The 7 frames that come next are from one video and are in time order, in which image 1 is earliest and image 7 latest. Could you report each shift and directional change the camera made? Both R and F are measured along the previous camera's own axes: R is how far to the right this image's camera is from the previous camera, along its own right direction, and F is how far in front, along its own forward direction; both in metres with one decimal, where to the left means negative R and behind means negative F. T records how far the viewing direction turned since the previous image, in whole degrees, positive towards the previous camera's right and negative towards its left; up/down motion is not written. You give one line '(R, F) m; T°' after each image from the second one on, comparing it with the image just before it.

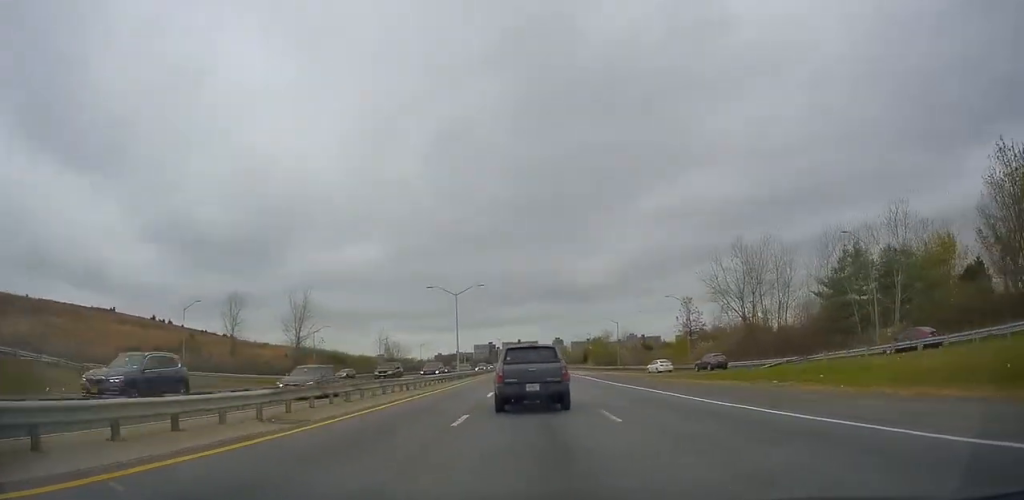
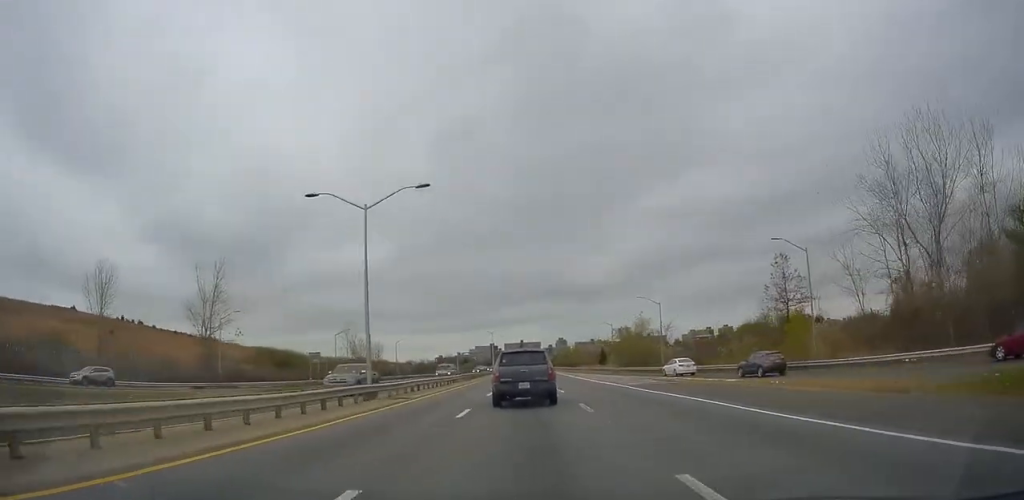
(+0.5, +31.9) m; +1°
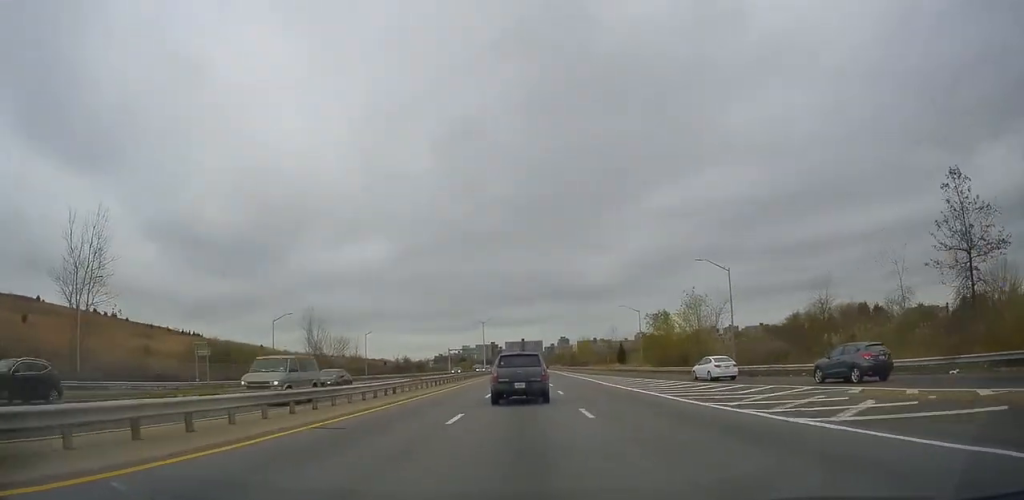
(-0.2, +24.7) m; -1°
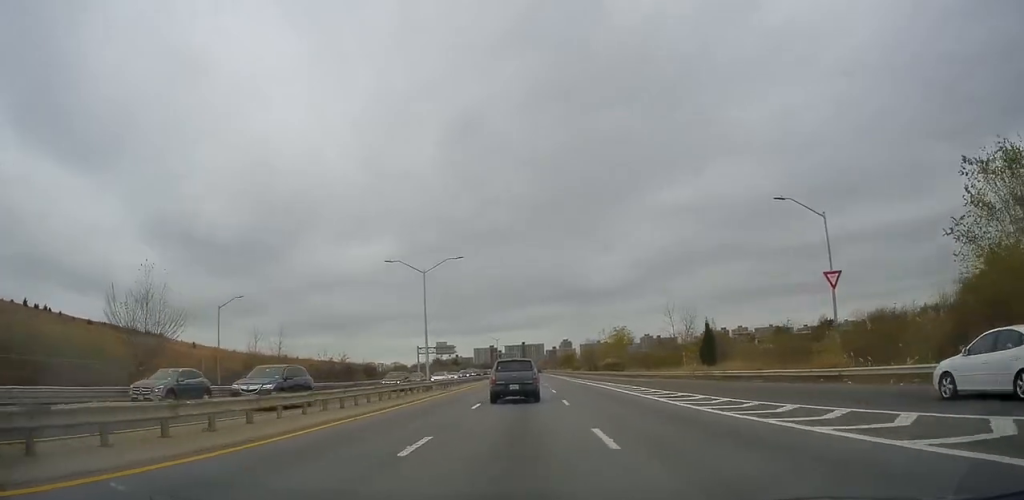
(-0.2, +51.4) m; 0°
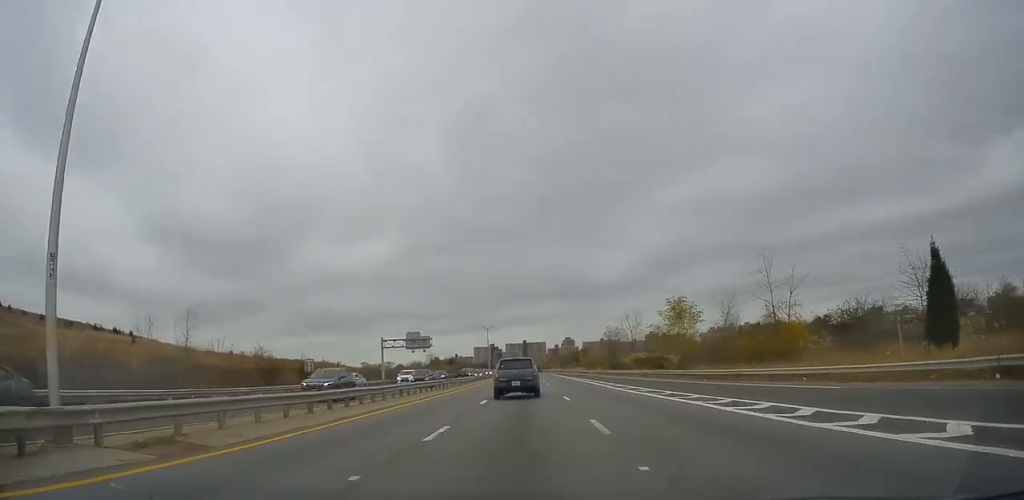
(-0.6, +33.7) m; -1°
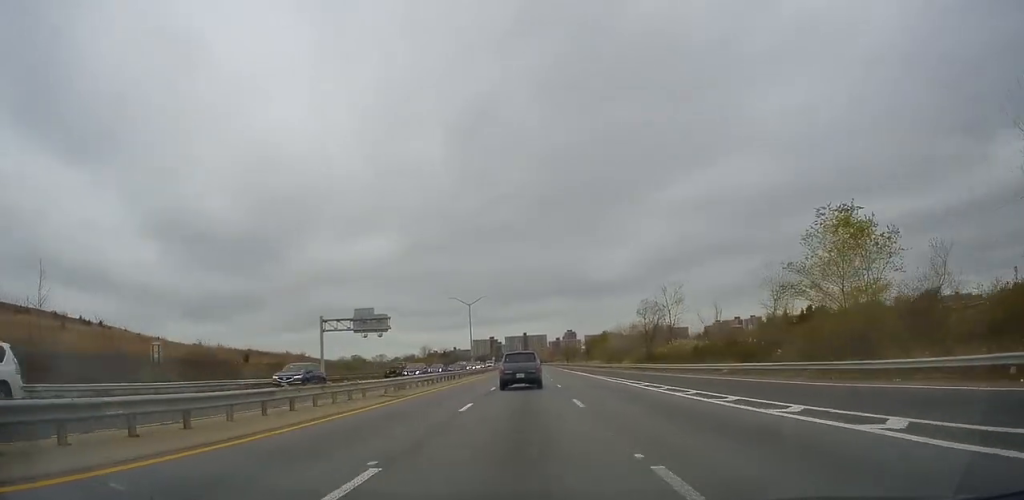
(+0.3, +30.0) m; +1°
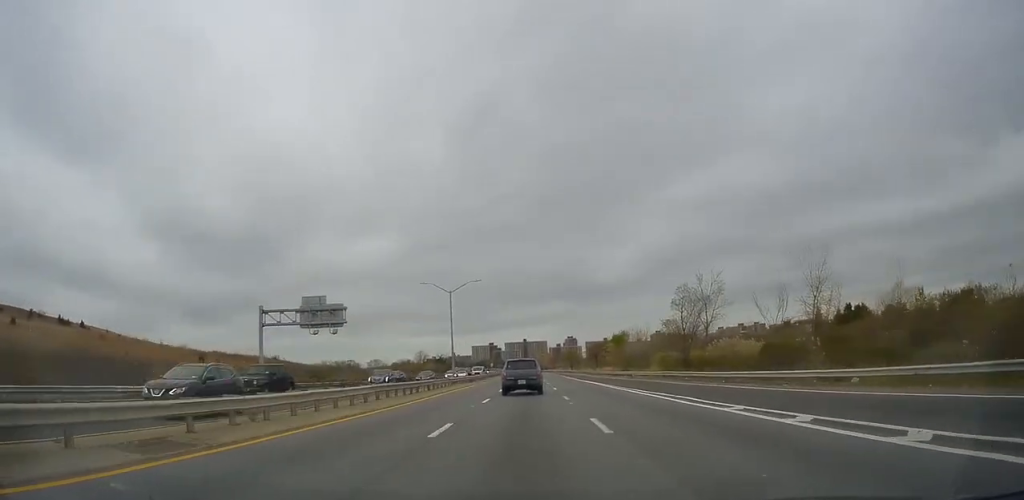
(+0.2, +16.8) m; 0°
